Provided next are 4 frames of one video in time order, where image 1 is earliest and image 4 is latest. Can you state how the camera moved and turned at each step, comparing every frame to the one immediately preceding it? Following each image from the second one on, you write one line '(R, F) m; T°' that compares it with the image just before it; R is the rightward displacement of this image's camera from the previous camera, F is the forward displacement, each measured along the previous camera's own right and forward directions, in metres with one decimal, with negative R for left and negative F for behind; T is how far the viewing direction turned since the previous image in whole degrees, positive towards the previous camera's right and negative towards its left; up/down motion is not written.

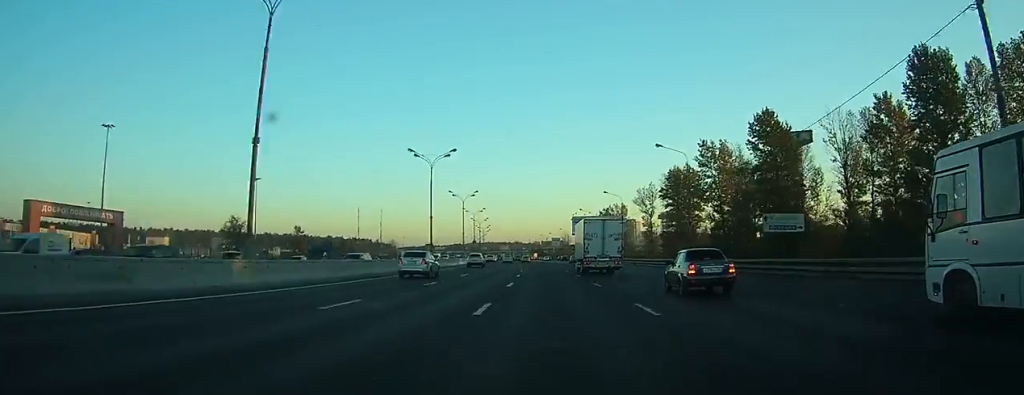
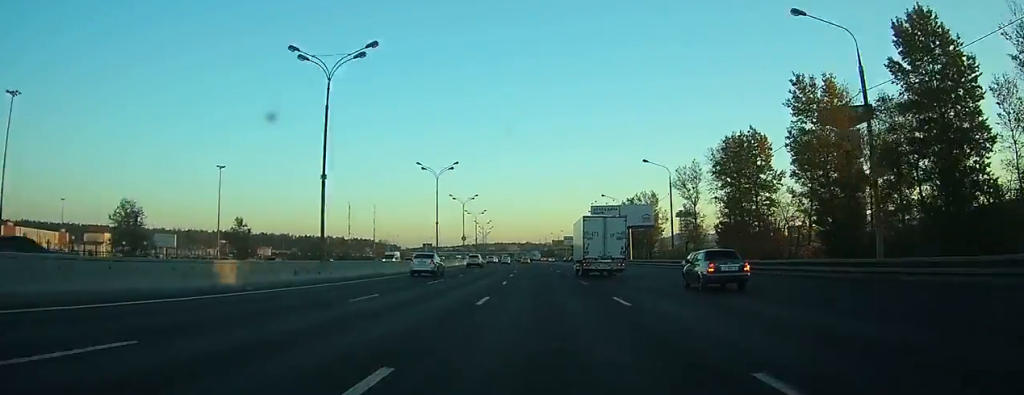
(-0.4, +32.2) m; -1°
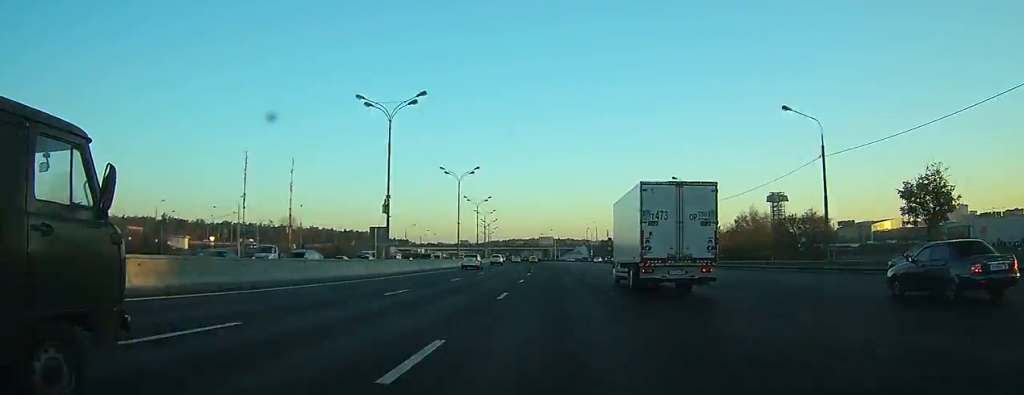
(-6.5, +143.4) m; -4°
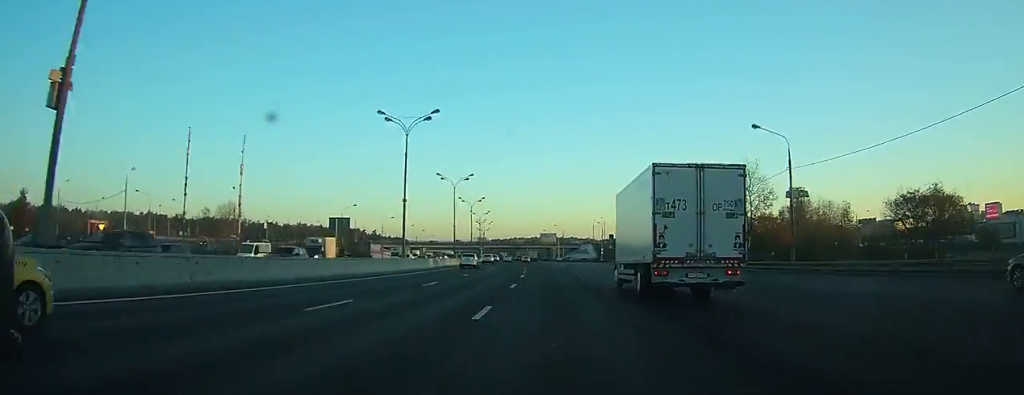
(0.0, +29.7) m; 0°
